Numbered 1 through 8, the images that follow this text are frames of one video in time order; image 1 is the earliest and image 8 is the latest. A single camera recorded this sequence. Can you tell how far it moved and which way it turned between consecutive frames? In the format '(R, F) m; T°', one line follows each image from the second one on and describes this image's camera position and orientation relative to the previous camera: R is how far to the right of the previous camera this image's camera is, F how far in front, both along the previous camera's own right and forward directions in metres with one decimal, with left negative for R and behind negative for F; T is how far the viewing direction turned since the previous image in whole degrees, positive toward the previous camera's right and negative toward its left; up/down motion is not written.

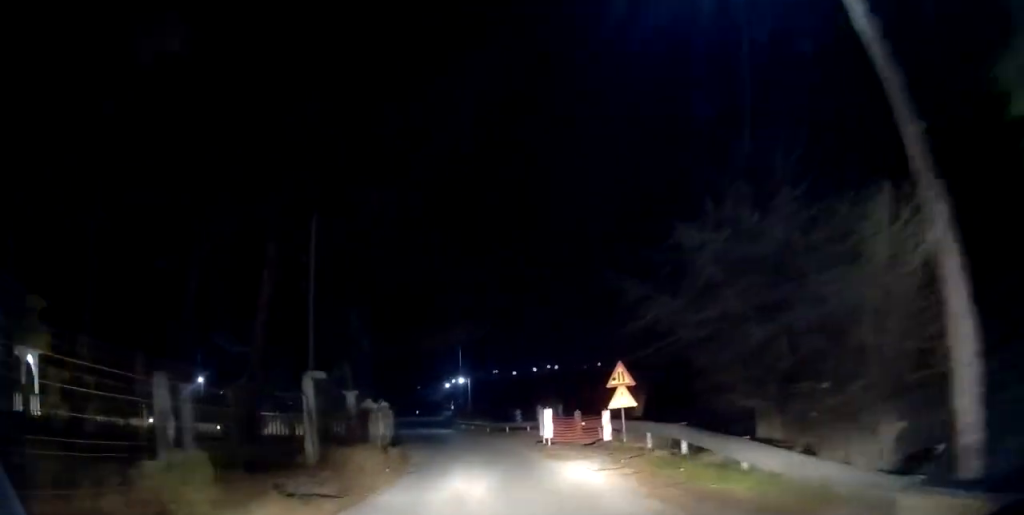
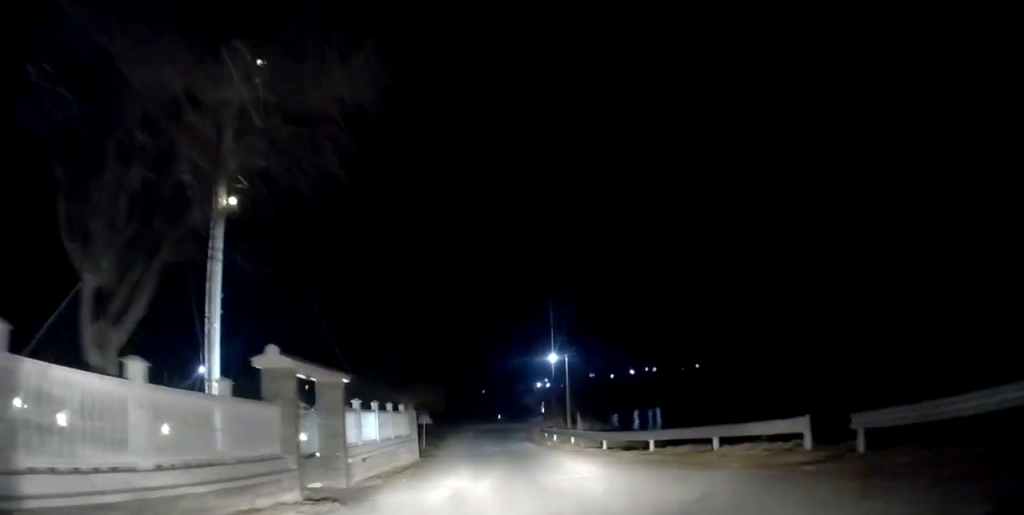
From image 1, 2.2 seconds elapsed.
(-2.1, +22.3) m; -9°
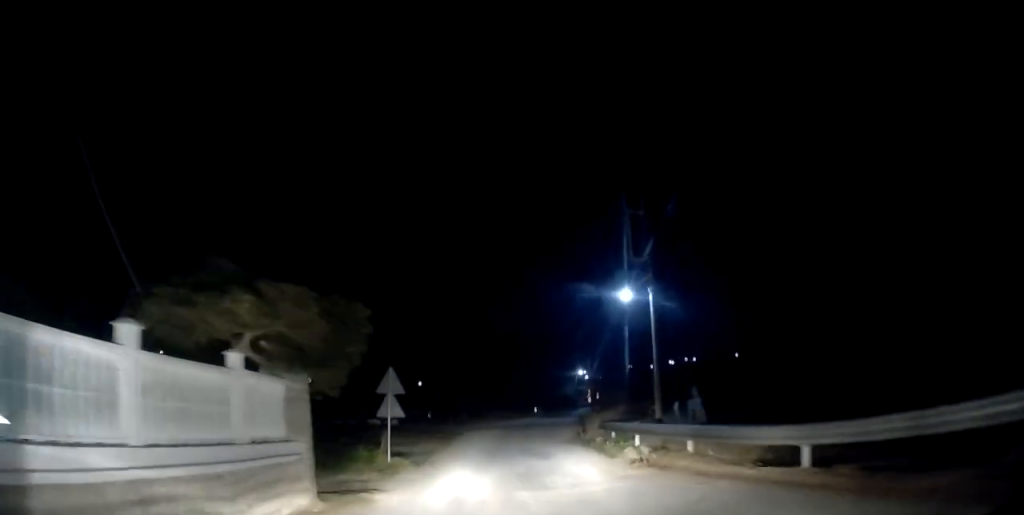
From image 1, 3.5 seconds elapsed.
(-0.6, +13.9) m; -3°
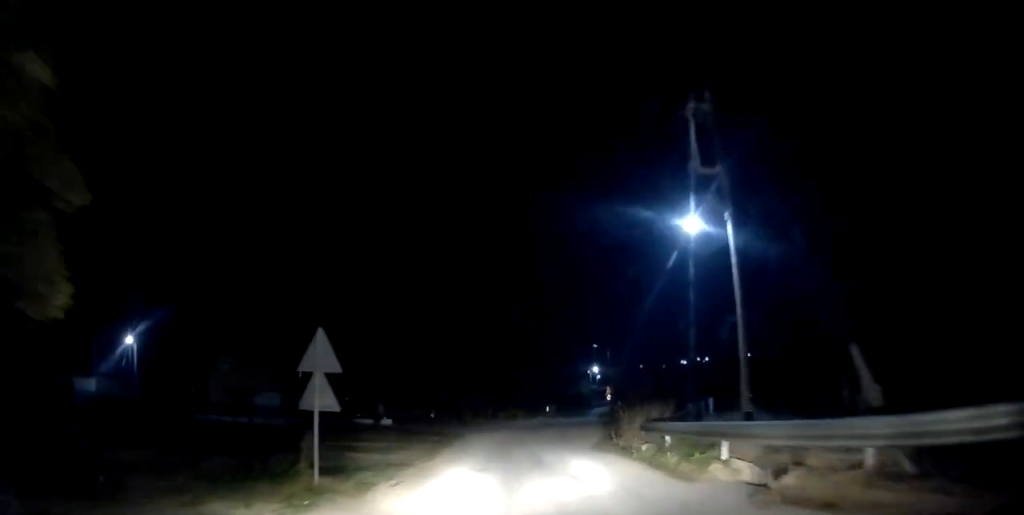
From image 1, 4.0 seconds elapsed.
(0.0, +6.3) m; 0°
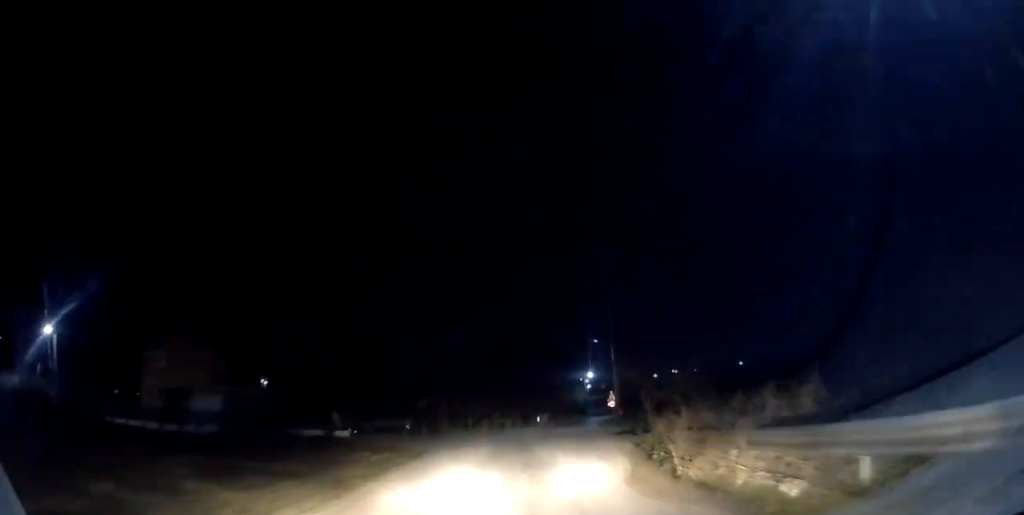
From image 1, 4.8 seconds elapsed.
(0.0, +8.6) m; 0°
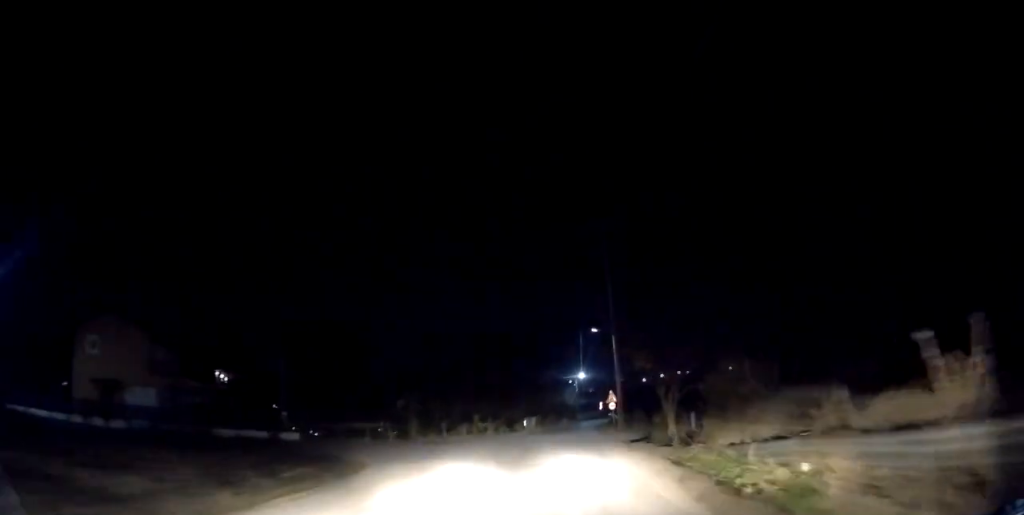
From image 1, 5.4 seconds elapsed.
(0.0, +6.5) m; +1°
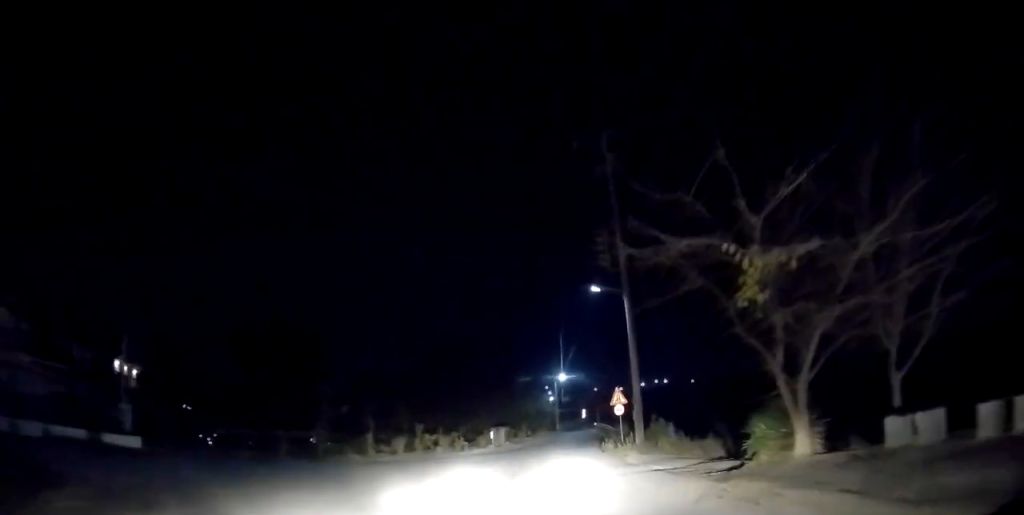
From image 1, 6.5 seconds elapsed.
(+0.4, +12.4) m; +2°
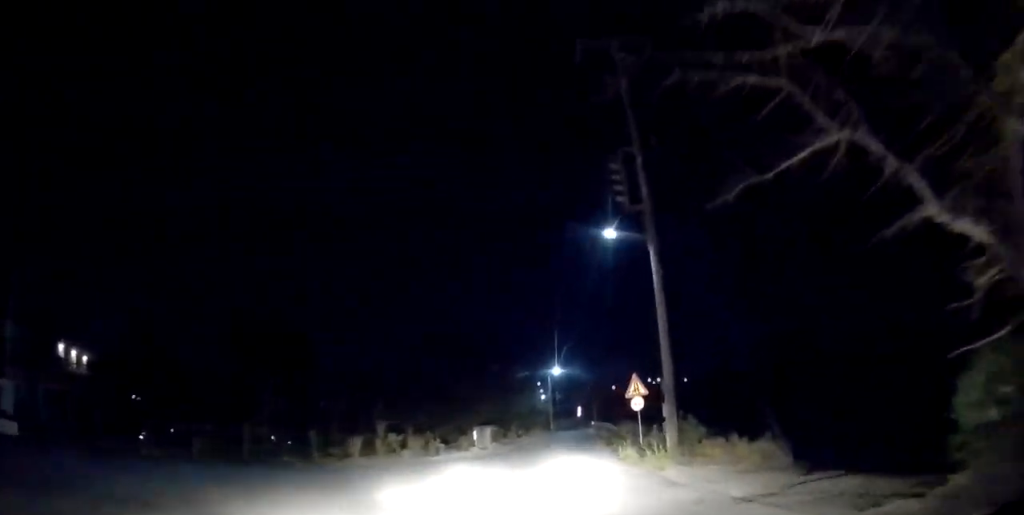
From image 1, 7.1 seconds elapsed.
(+0.2, +6.1) m; +1°
